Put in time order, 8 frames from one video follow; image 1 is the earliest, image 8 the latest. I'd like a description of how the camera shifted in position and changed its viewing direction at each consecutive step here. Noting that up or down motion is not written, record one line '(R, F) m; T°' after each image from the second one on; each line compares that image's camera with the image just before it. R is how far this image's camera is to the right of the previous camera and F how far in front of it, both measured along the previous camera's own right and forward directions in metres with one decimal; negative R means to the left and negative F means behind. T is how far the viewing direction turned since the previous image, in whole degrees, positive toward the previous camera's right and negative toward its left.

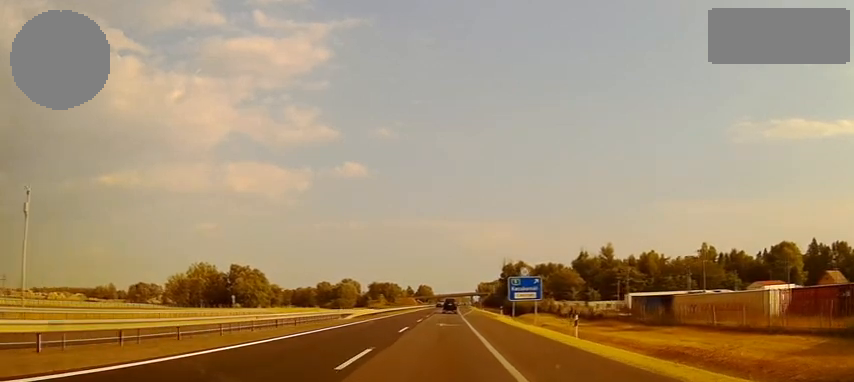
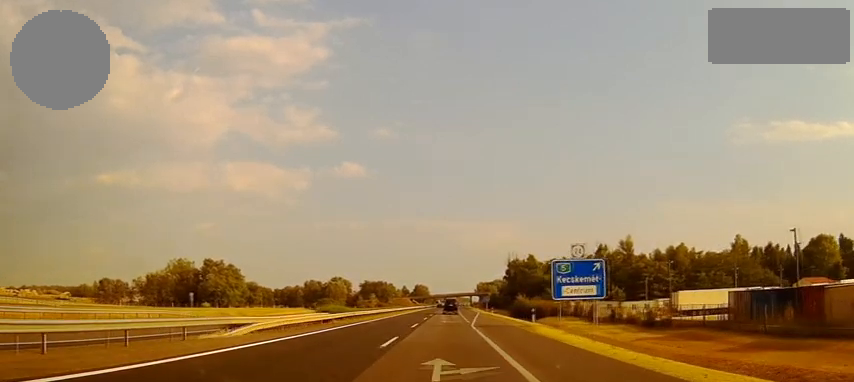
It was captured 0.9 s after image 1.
(0.0, +27.9) m; 0°
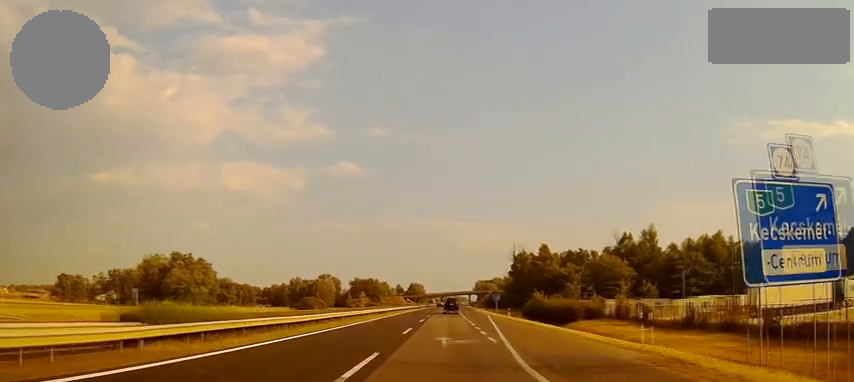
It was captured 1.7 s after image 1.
(+0.1, +27.6) m; 0°
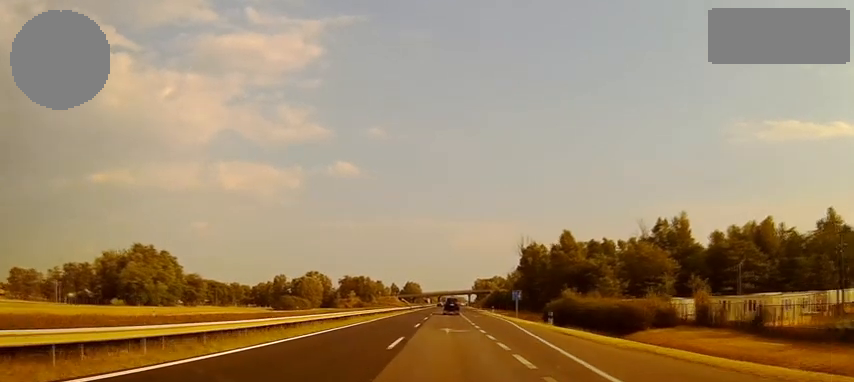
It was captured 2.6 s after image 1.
(0.0, +27.5) m; 0°
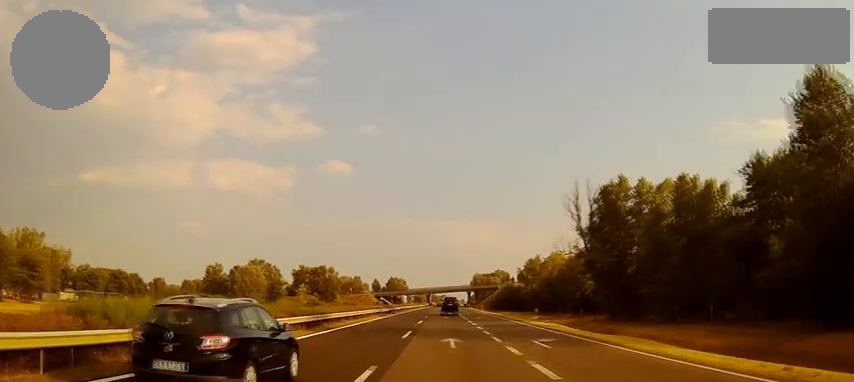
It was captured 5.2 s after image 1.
(+0.4, +84.3) m; +1°
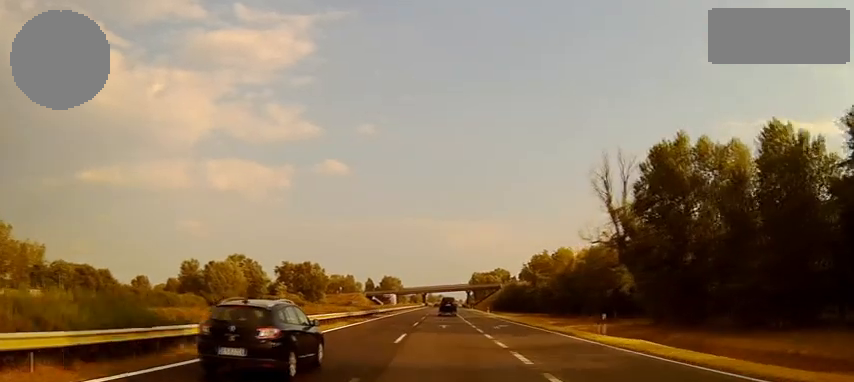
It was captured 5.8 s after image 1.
(+0.1, +20.4) m; 0°
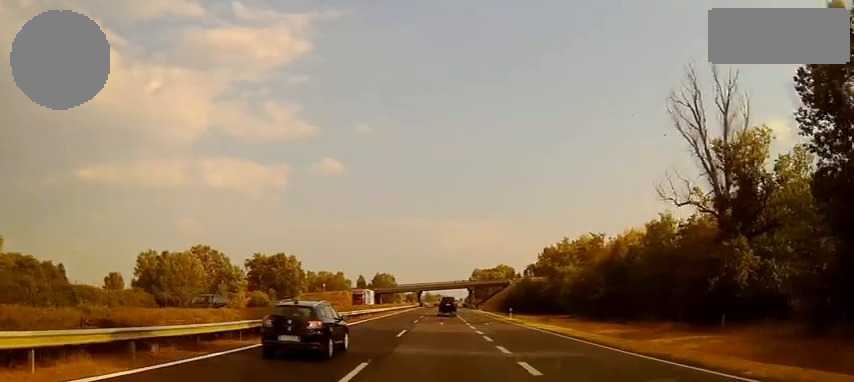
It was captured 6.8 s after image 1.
(+0.1, +31.3) m; 0°
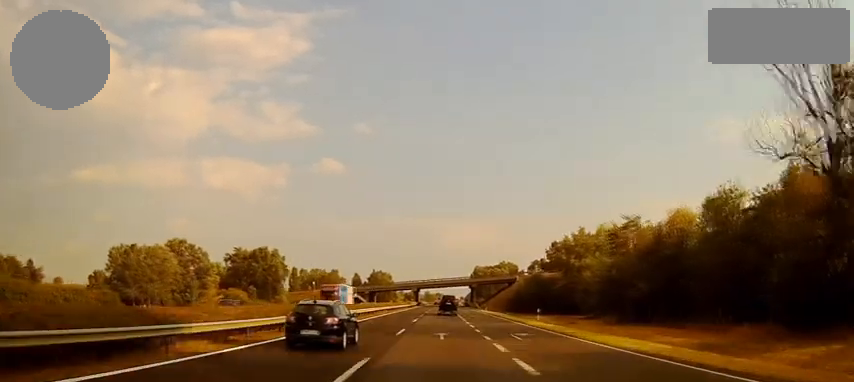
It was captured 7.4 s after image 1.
(0.0, +17.8) m; 0°
